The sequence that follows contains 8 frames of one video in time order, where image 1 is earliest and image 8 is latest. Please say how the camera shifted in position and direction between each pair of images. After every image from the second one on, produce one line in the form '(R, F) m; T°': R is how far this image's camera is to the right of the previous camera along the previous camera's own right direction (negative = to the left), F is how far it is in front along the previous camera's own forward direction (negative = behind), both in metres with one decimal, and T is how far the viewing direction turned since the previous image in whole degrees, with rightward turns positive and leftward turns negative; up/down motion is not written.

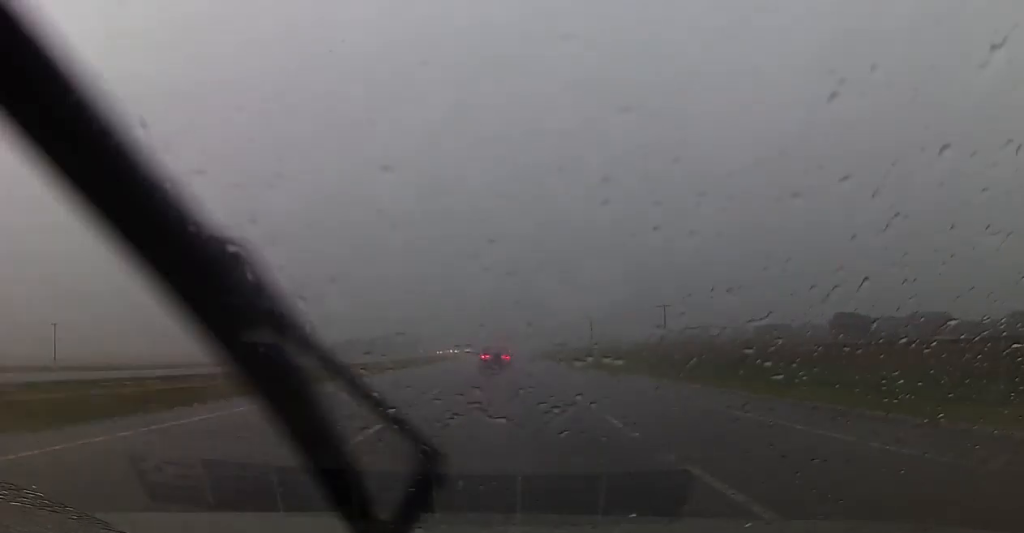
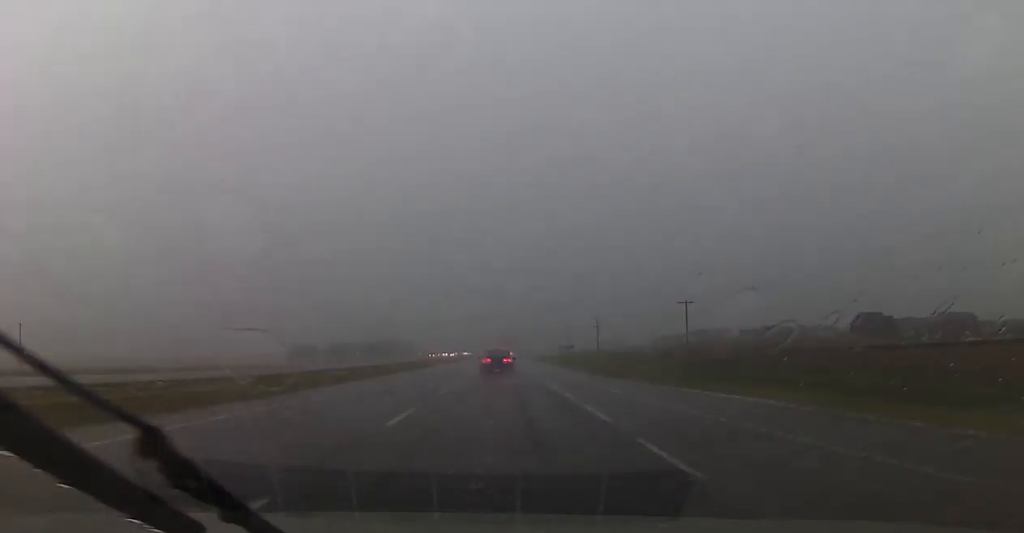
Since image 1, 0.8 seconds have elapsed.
(-0.1, +14.8) m; 0°
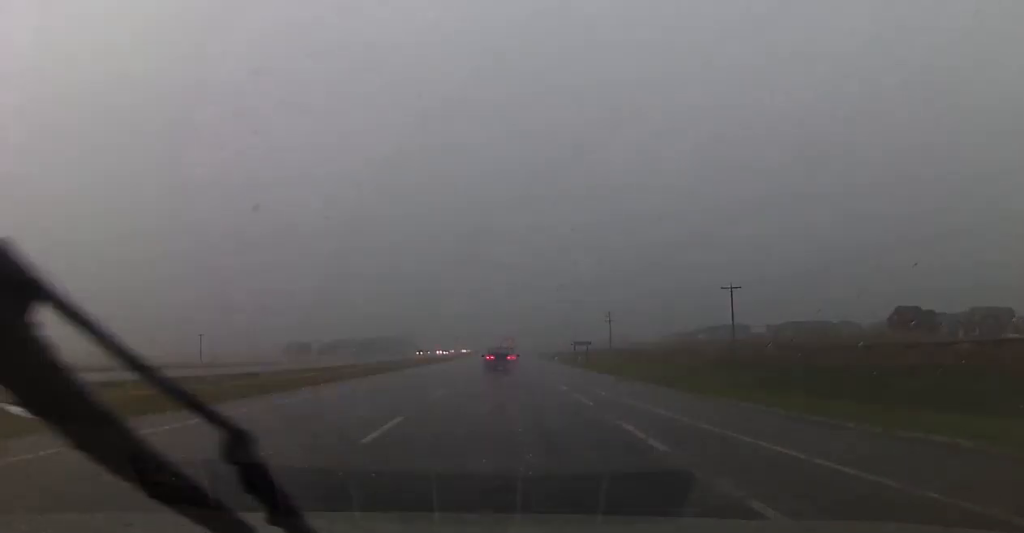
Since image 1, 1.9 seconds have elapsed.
(0.0, +20.9) m; 0°
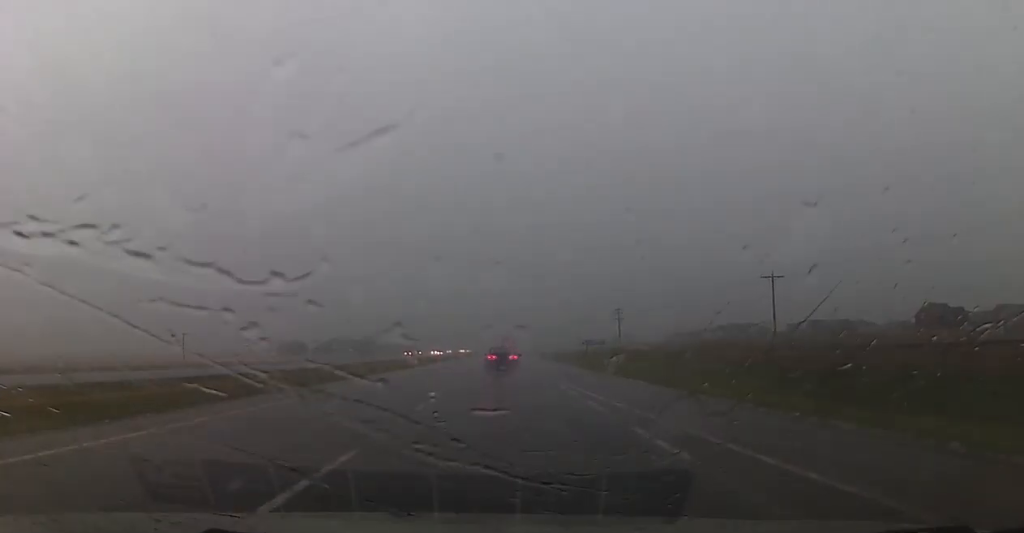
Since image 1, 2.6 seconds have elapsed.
(0.0, +12.9) m; 0°
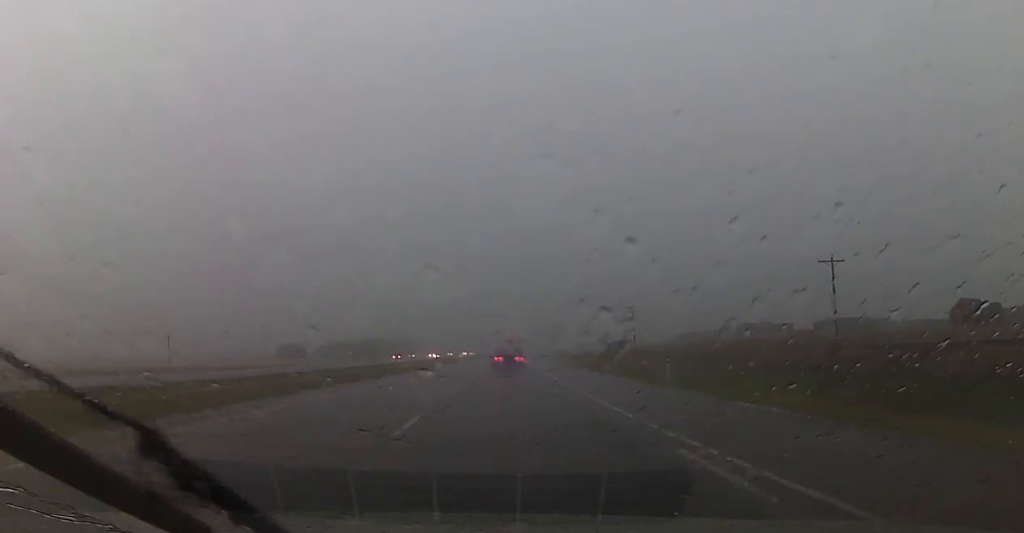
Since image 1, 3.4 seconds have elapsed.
(0.0, +13.4) m; +1°
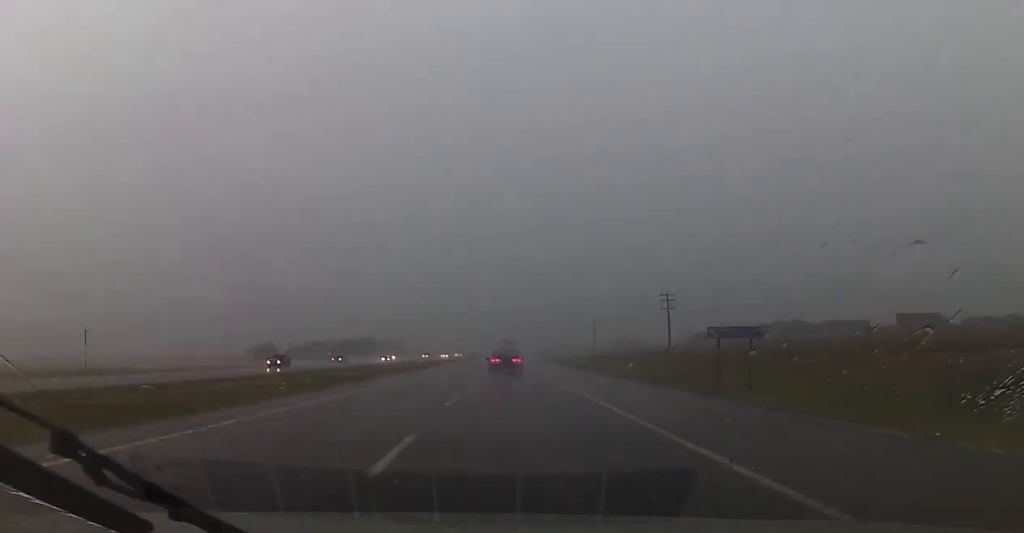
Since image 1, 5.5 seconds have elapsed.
(0.0, +39.7) m; -1°
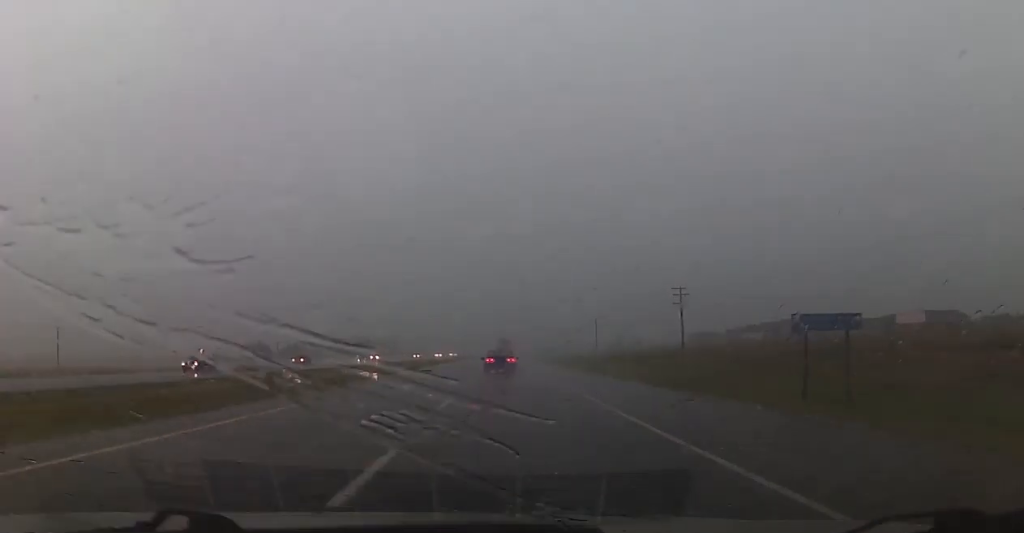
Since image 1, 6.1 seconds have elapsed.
(0.0, +10.5) m; +1°
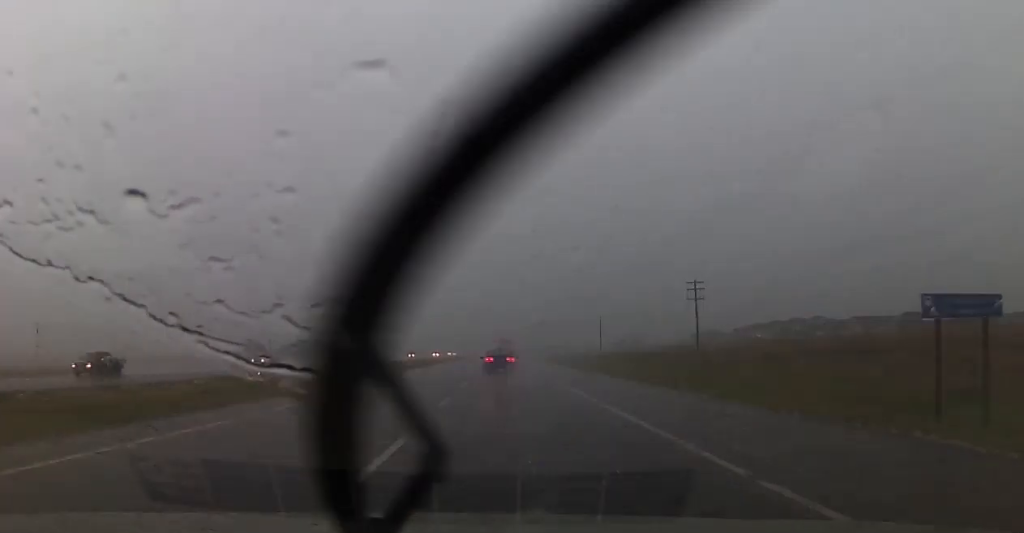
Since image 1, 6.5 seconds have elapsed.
(0.0, +8.1) m; 0°
